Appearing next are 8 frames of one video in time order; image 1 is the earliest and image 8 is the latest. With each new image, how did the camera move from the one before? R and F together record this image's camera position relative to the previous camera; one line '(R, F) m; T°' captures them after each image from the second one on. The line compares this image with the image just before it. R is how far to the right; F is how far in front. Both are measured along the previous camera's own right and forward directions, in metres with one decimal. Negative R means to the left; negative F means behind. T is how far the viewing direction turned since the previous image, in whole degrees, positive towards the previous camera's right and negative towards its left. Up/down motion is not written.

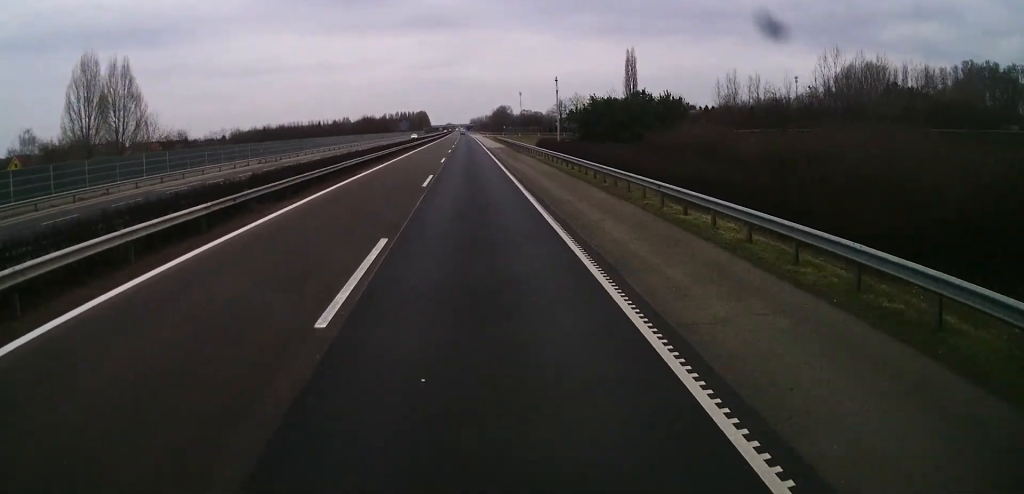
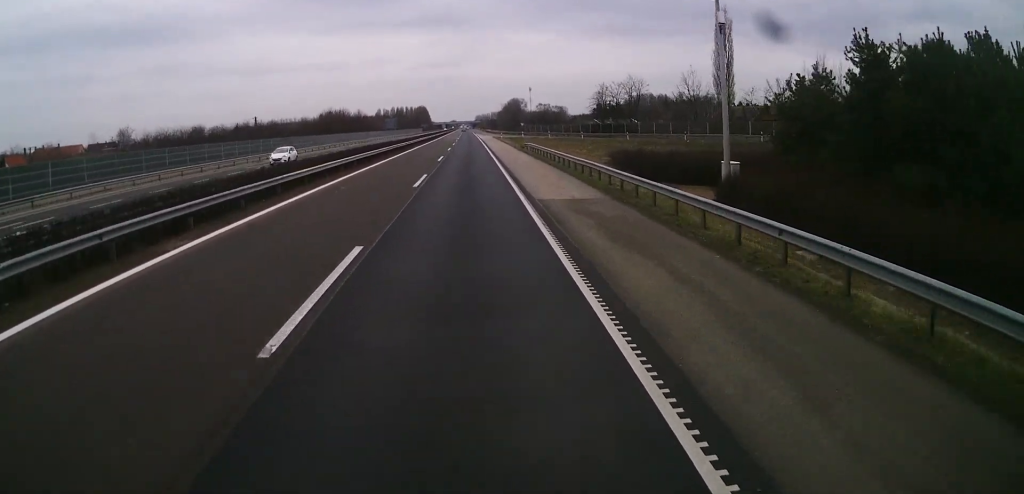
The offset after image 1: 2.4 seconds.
(+0.1, +56.2) m; +1°
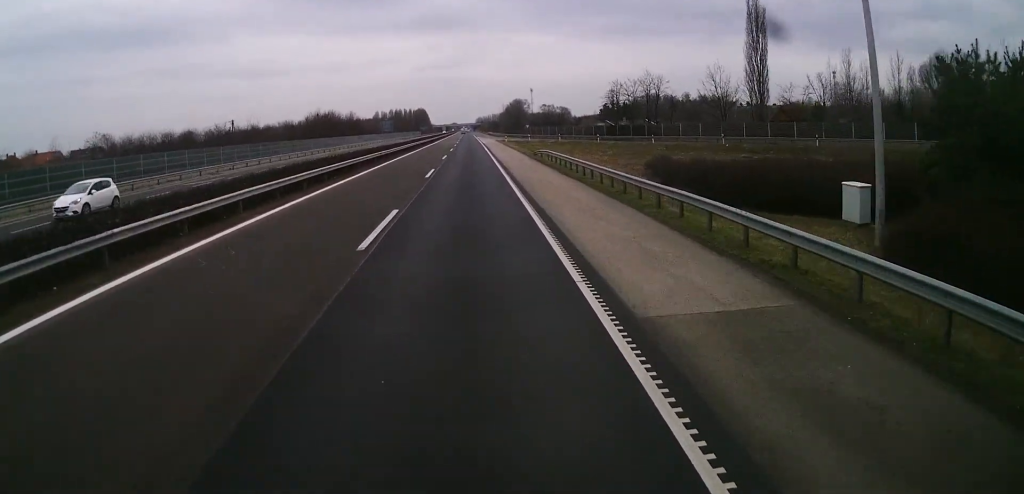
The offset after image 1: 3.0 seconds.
(+0.2, +12.3) m; 0°
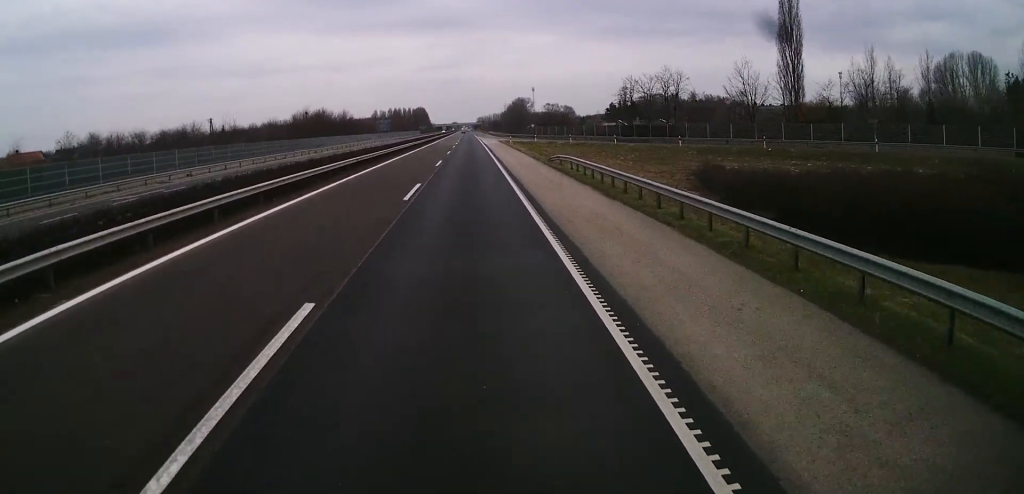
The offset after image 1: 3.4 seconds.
(-0.2, +10.0) m; -1°
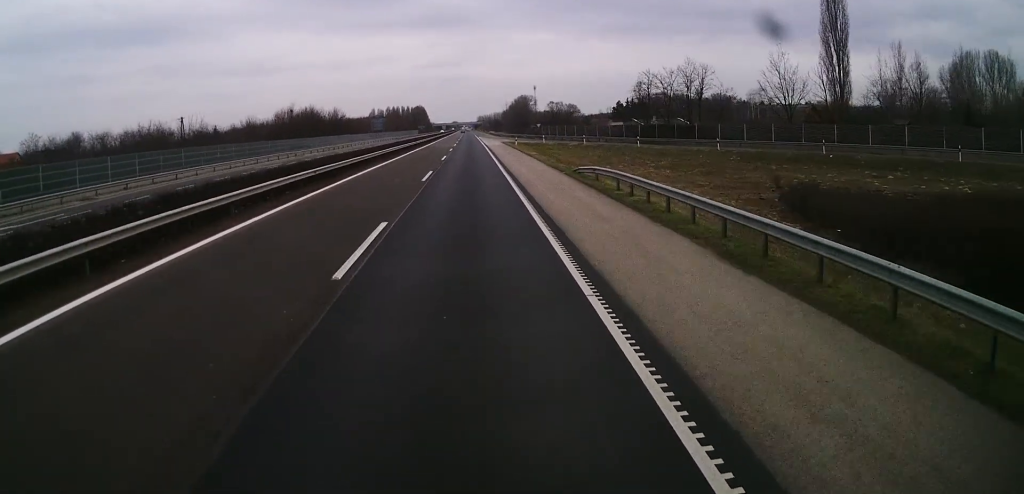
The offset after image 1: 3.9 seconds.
(-0.1, +10.8) m; -1°
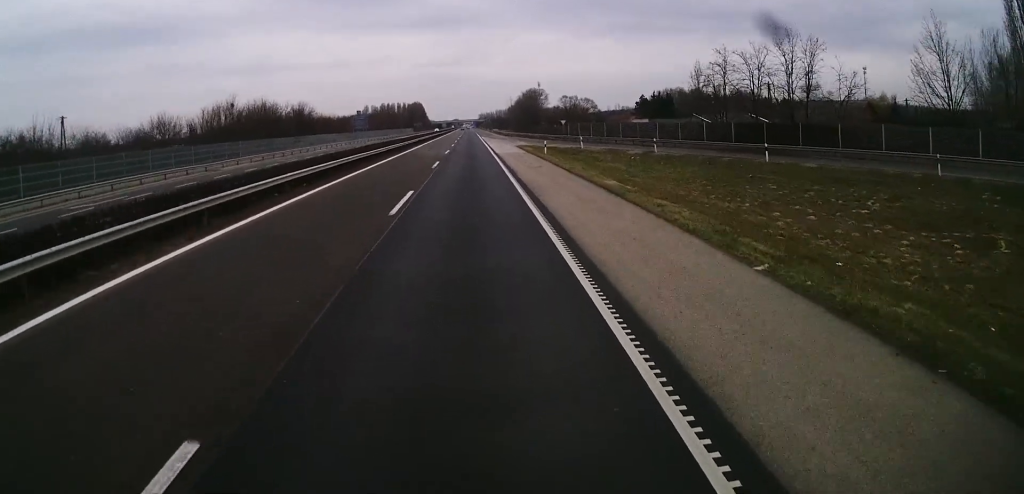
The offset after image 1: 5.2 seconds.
(+0.2, +30.0) m; 0°
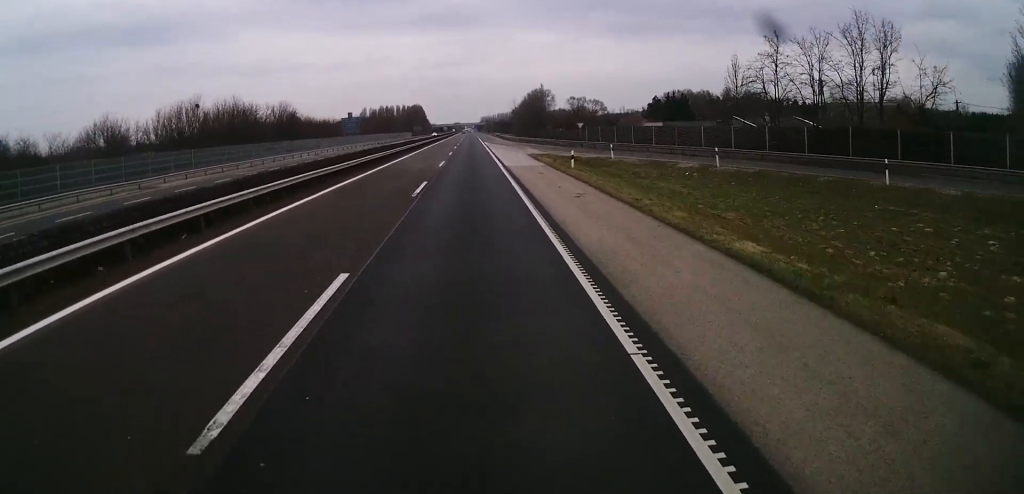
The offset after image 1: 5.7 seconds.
(+0.2, +12.3) m; 0°
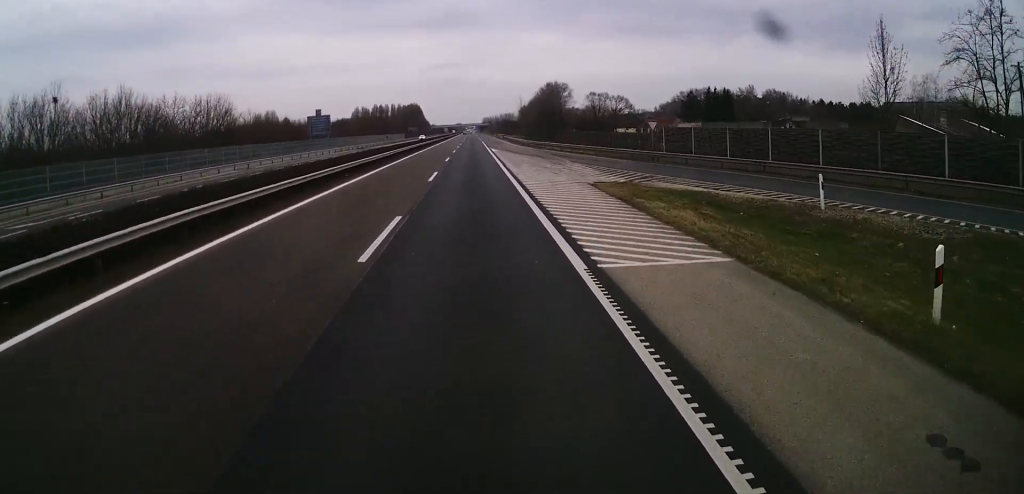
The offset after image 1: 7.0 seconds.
(-0.6, +29.1) m; -1°
